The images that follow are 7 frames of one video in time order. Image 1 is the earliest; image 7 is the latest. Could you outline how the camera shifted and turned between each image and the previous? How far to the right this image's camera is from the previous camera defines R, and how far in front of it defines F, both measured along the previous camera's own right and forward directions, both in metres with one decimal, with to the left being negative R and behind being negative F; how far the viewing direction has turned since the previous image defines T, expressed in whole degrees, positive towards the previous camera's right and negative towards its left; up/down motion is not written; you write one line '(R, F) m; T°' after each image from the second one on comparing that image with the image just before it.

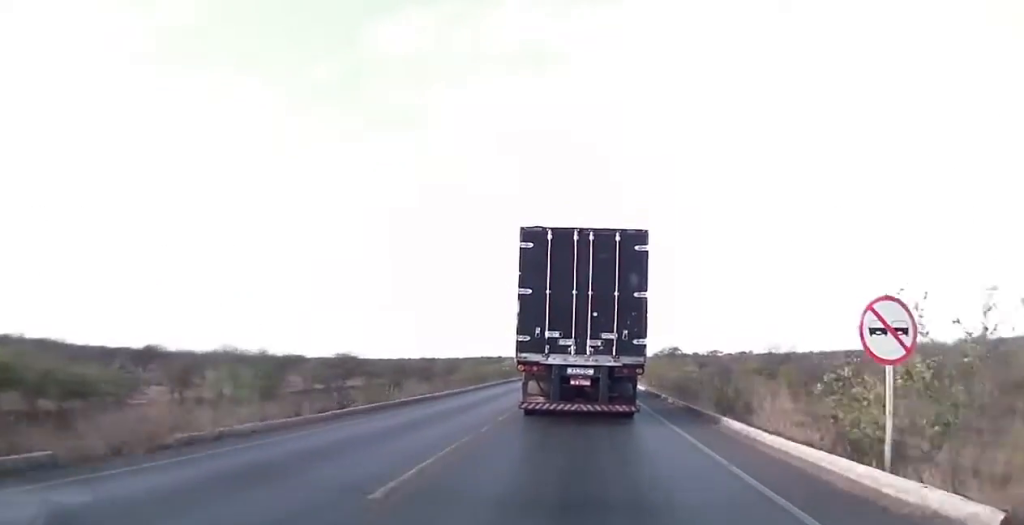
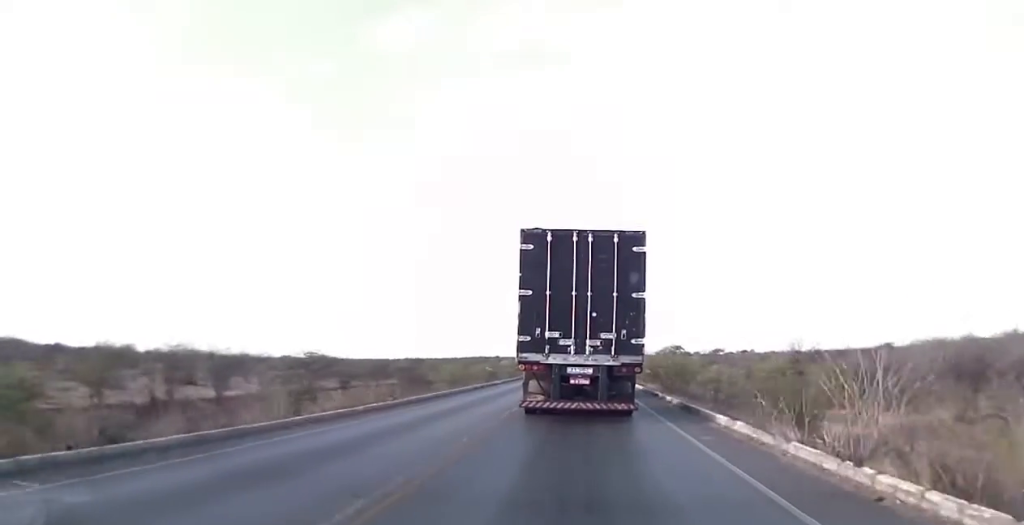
(0.0, +10.7) m; 0°
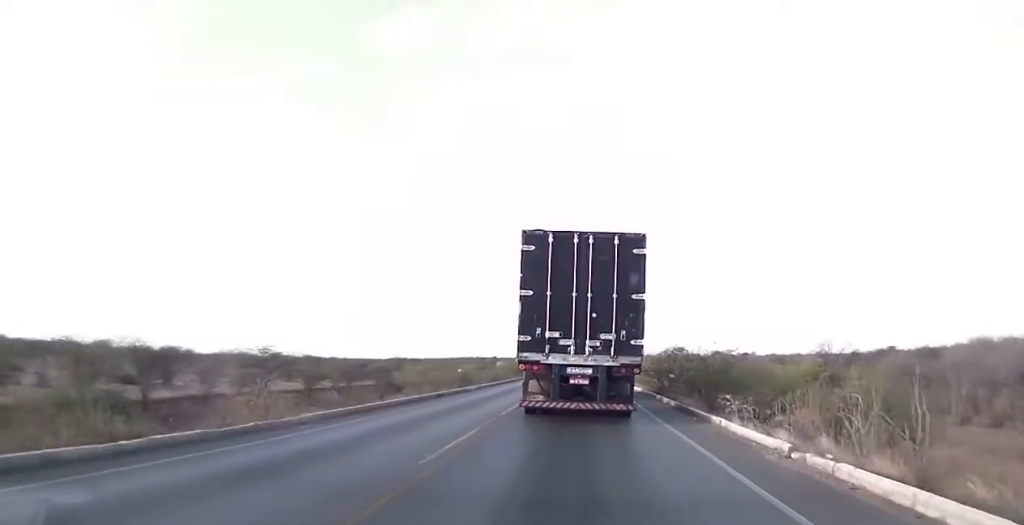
(+0.2, +10.8) m; +1°
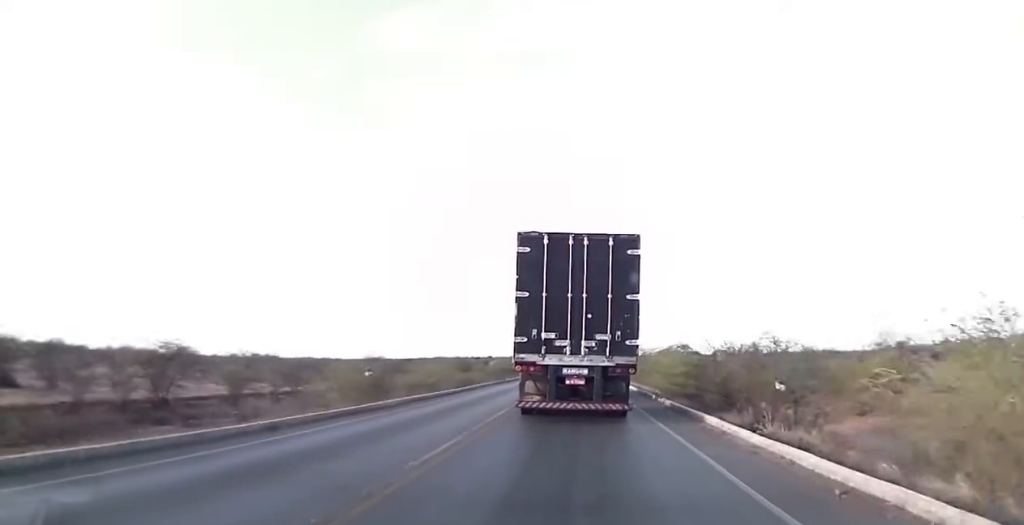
(-0.1, +16.6) m; -1°
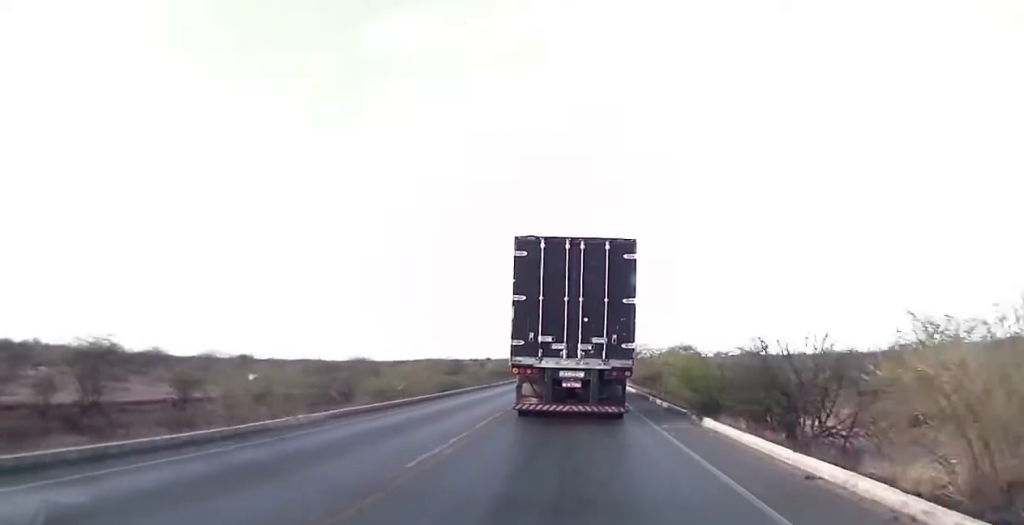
(-0.1, +8.3) m; 0°
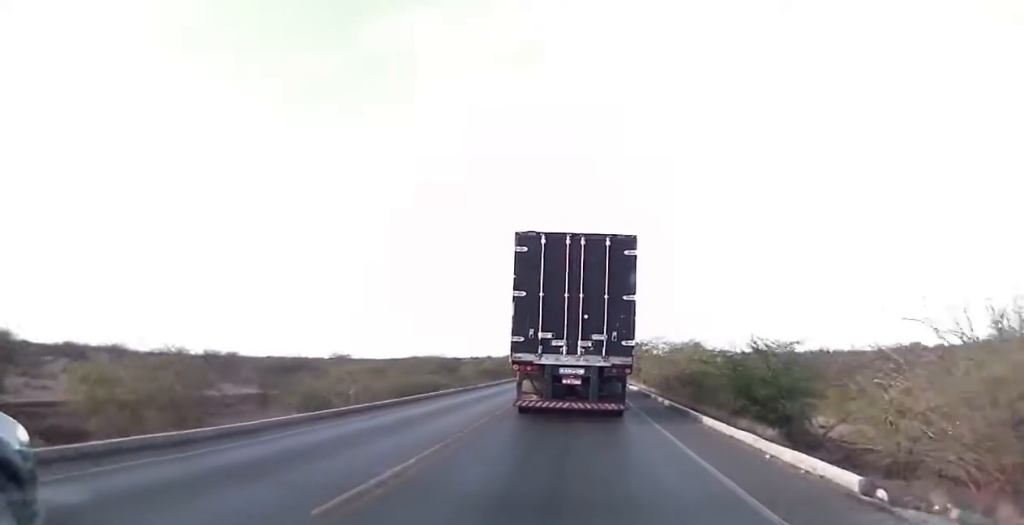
(-0.1, +11.0) m; 0°
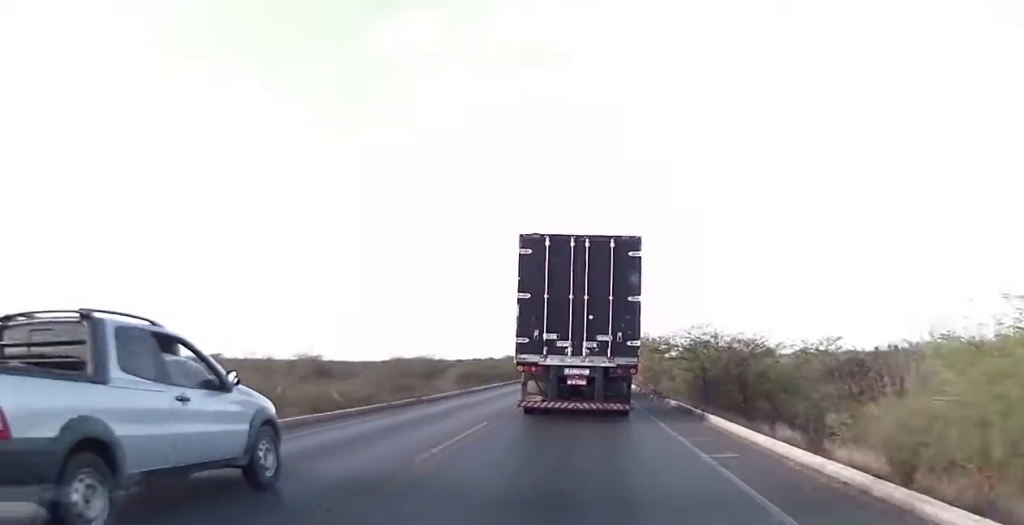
(0.0, +14.8) m; 0°
